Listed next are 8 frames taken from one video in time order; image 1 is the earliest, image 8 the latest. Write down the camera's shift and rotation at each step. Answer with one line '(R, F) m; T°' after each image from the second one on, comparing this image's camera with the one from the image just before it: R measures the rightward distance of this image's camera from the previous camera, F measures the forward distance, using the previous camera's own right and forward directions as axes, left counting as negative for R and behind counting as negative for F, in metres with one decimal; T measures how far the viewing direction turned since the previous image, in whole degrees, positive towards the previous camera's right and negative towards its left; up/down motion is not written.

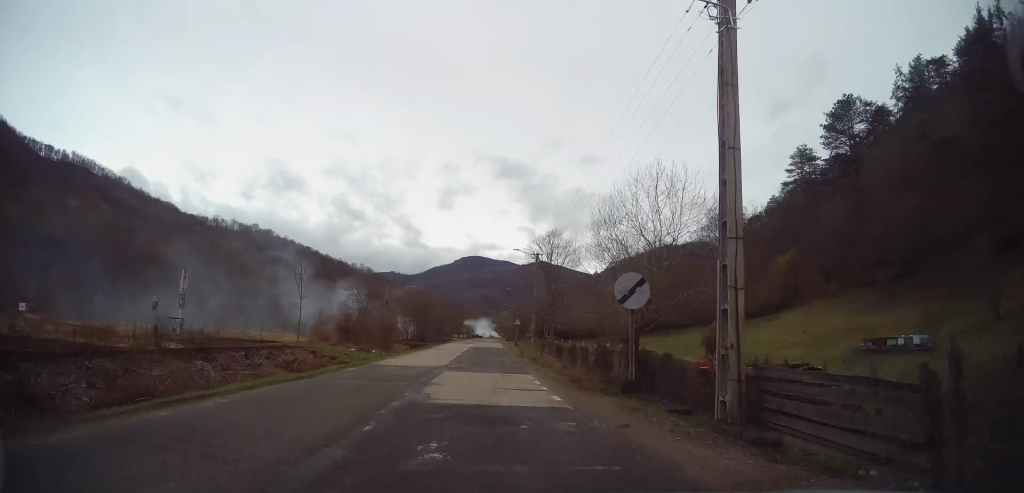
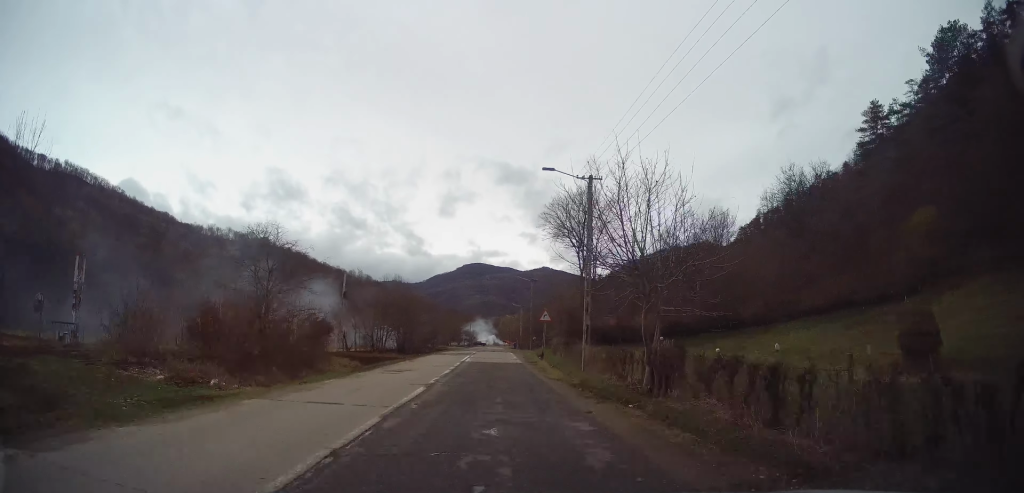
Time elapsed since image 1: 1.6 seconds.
(-0.5, +23.3) m; -1°
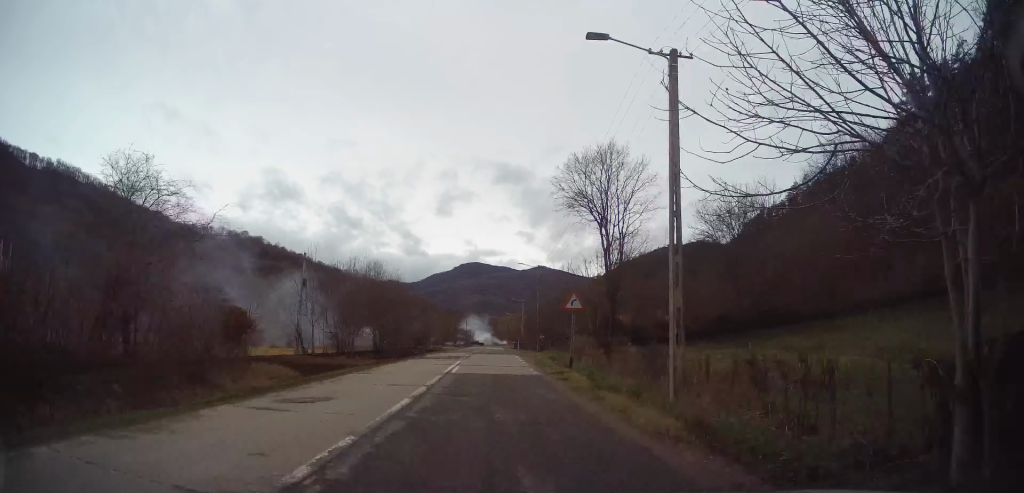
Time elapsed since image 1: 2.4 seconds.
(+0.1, +10.9) m; -1°
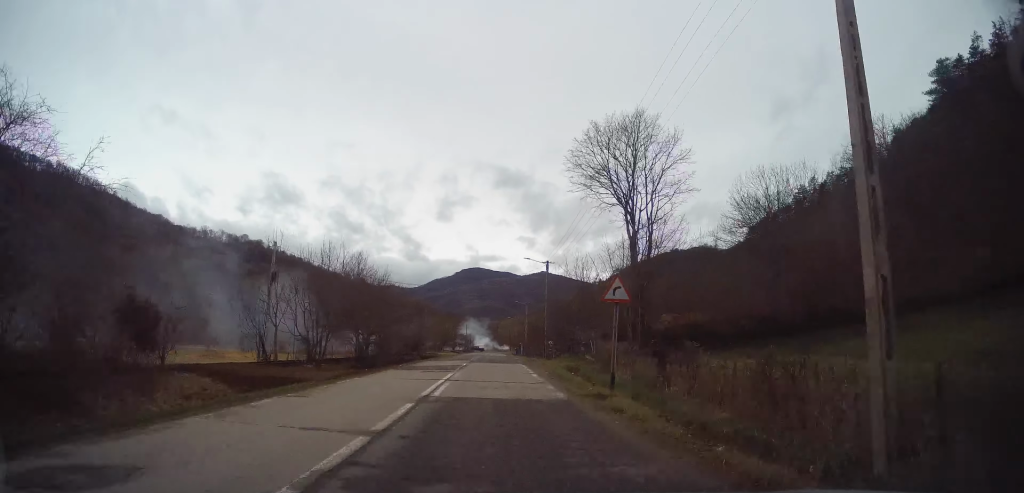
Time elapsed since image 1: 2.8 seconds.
(-0.3, +6.5) m; 0°
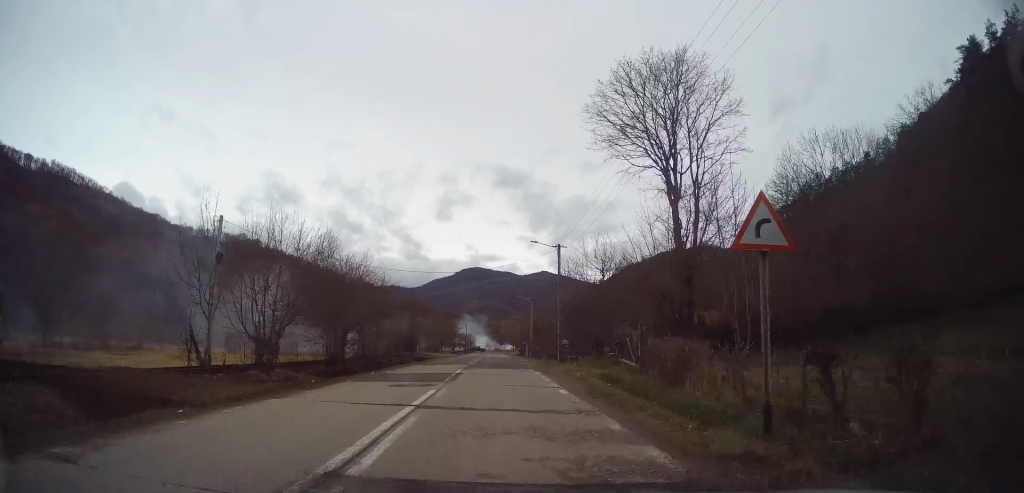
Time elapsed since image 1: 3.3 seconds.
(-0.3, +7.5) m; 0°
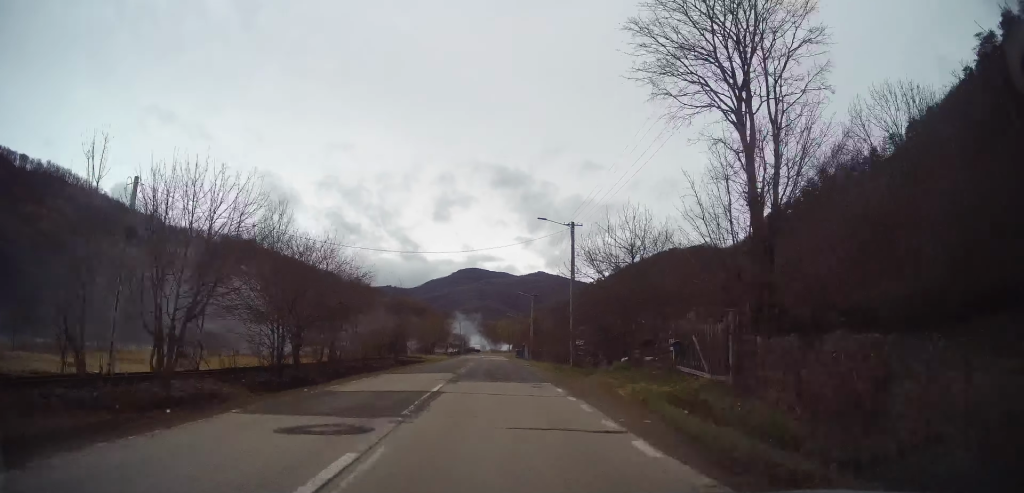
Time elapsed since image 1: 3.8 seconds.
(+0.3, +7.6) m; +1°
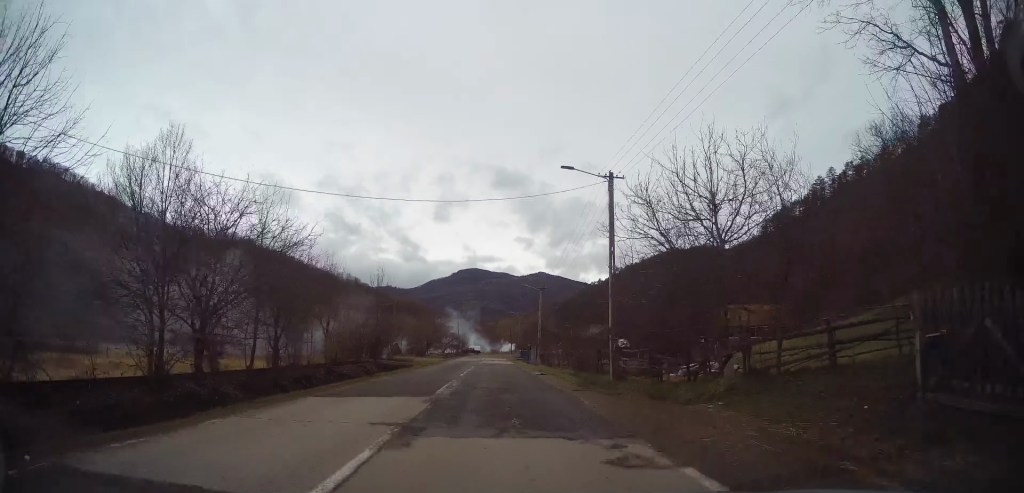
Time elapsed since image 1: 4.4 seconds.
(+0.2, +9.6) m; +1°
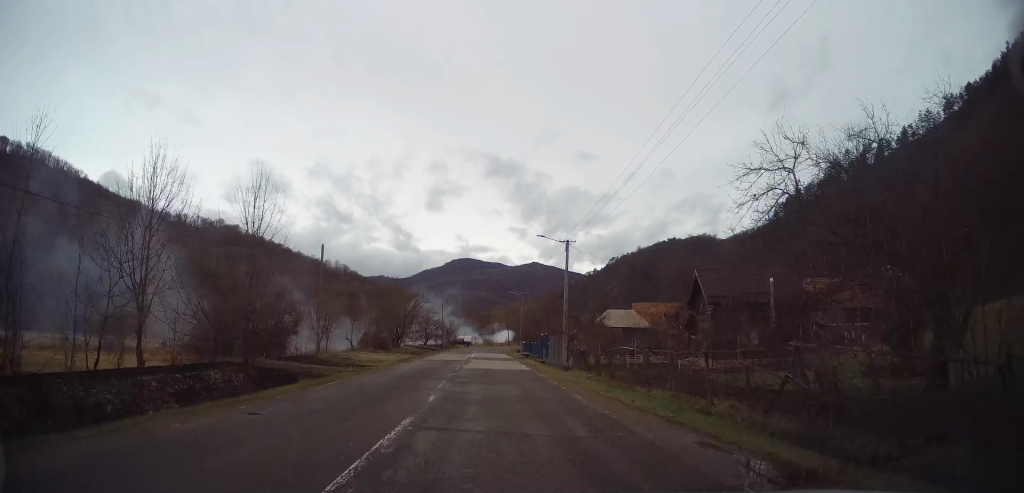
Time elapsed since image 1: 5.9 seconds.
(+0.1, +23.0) m; -1°
